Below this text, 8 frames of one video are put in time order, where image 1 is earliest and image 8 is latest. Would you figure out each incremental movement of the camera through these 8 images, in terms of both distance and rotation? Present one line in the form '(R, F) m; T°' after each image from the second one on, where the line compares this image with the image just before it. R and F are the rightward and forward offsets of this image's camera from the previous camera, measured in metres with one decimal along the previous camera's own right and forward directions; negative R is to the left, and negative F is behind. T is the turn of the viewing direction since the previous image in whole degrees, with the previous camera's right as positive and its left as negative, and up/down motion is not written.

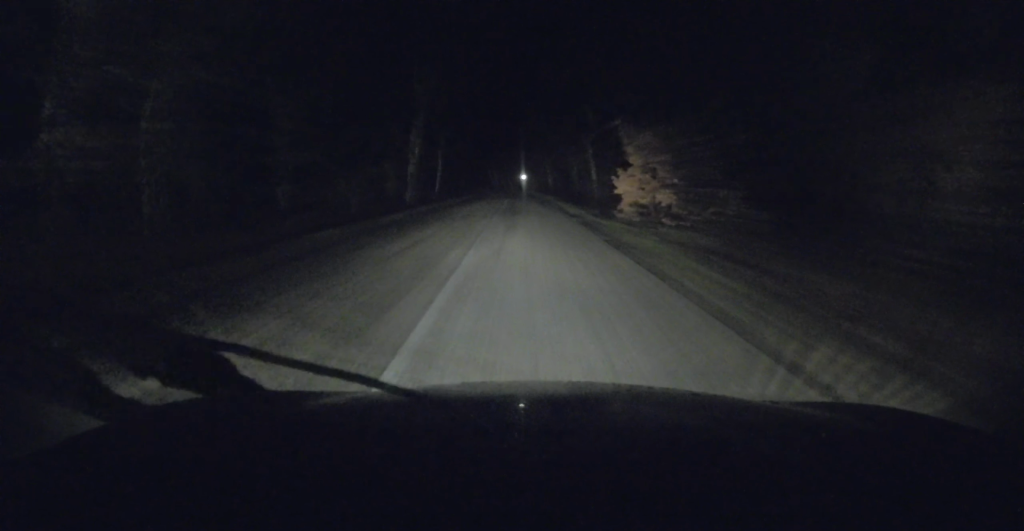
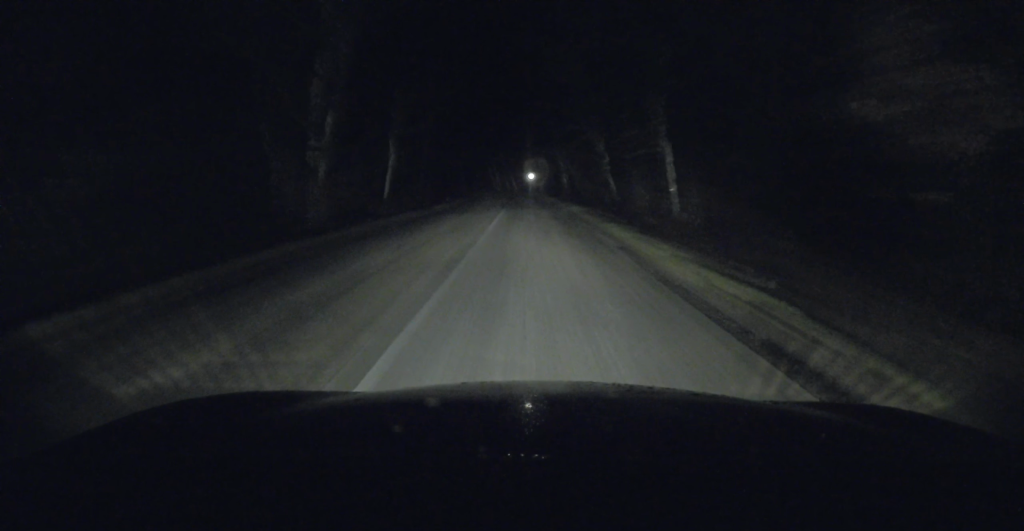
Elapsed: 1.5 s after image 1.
(+0.3, +20.0) m; 0°
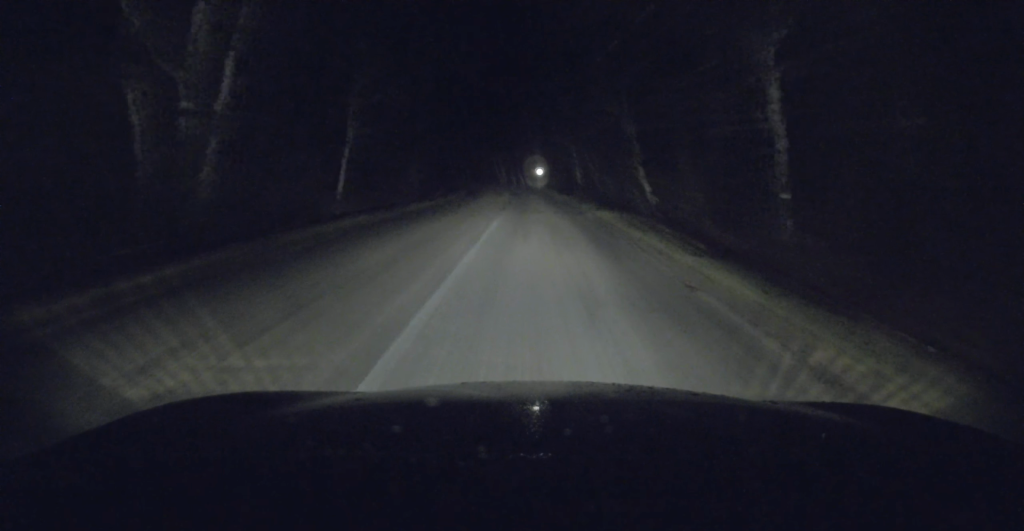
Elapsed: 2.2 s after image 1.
(-0.2, +8.7) m; -1°
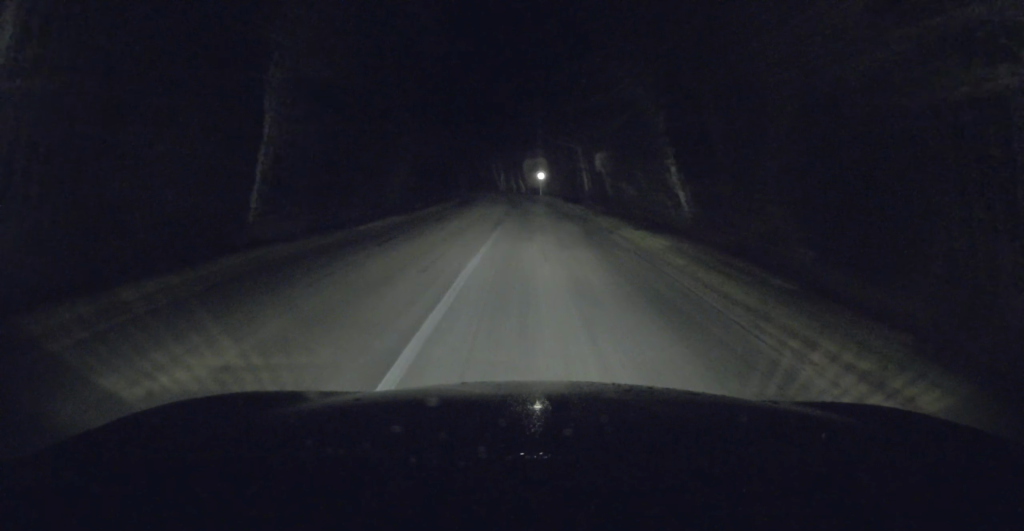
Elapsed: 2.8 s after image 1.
(0.0, +7.3) m; 0°
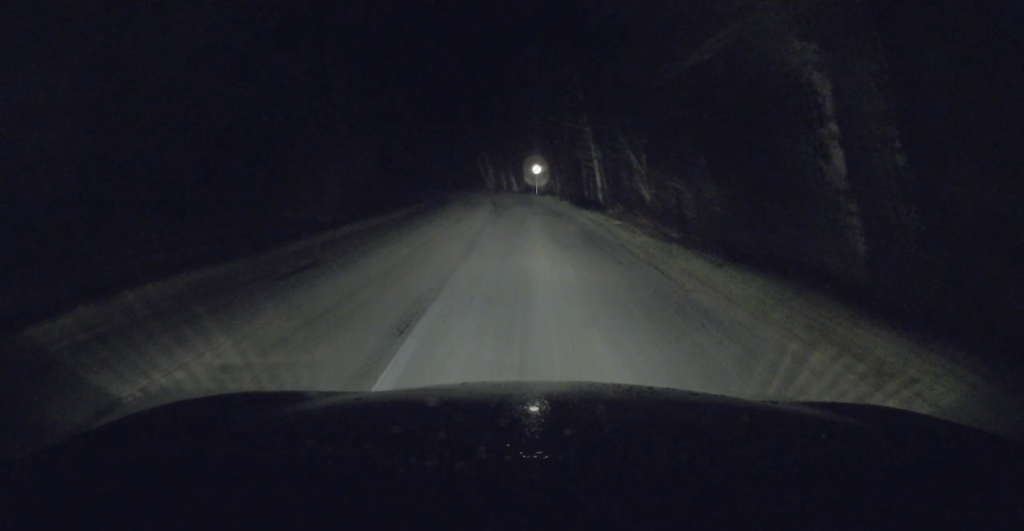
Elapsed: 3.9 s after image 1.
(0.0, +14.3) m; -2°
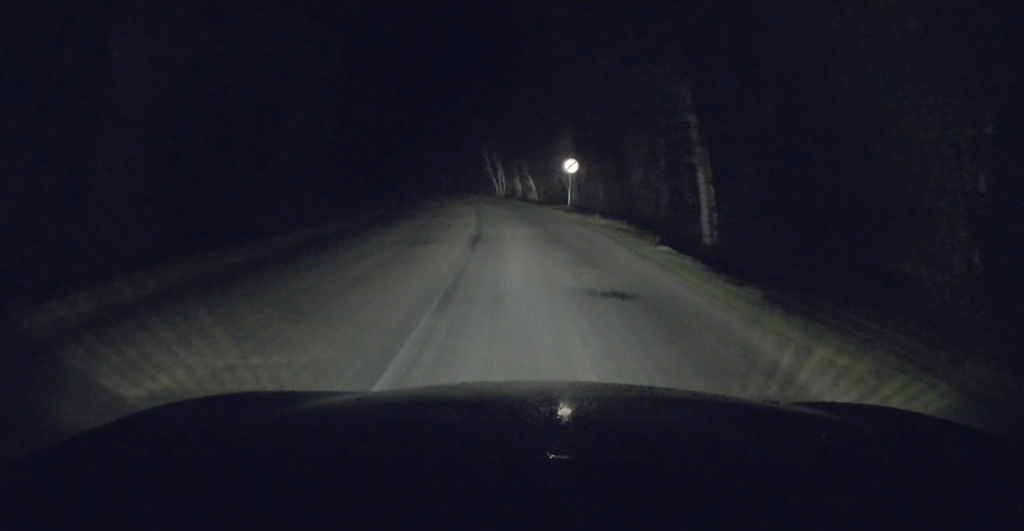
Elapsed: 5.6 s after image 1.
(-0.5, +21.0) m; -1°
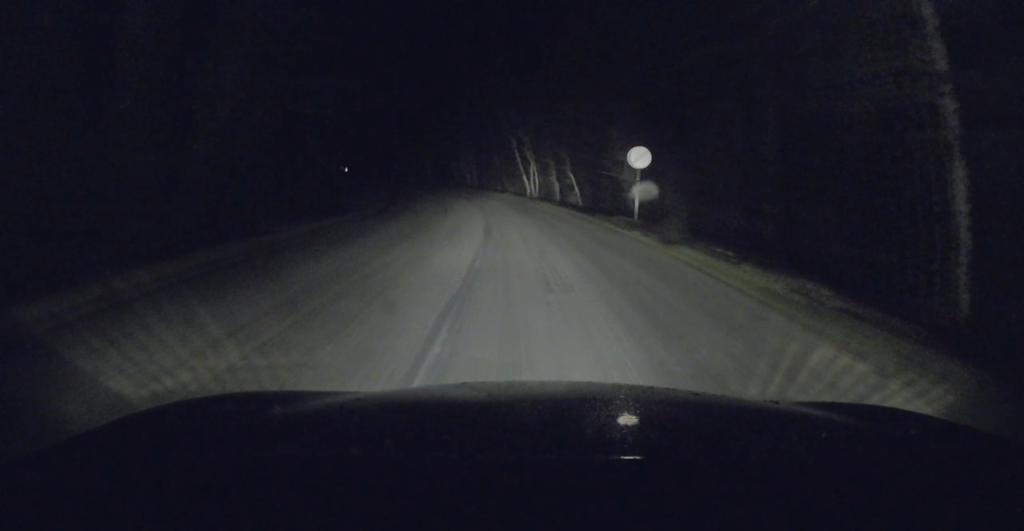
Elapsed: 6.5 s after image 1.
(+0.2, +11.5) m; -1°
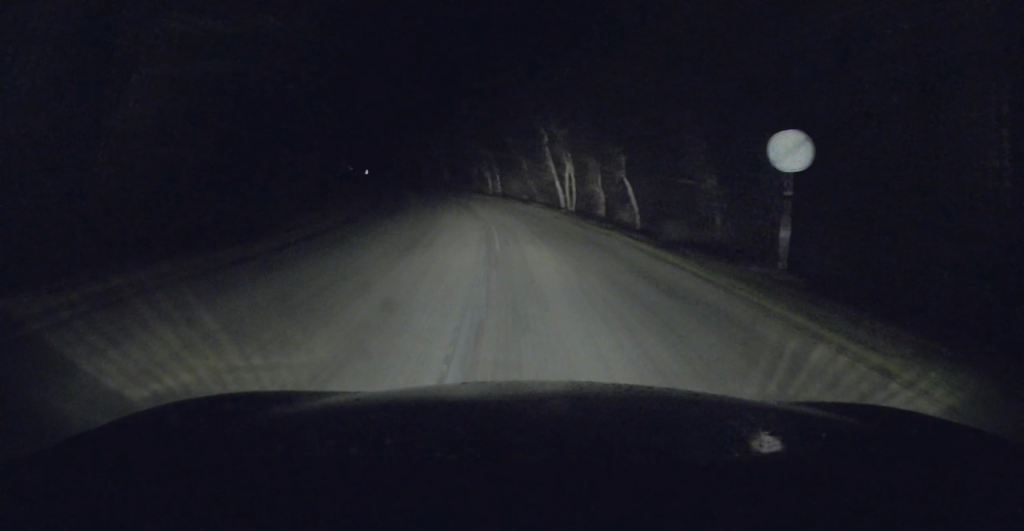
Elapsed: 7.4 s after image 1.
(-0.3, +10.4) m; -3°
